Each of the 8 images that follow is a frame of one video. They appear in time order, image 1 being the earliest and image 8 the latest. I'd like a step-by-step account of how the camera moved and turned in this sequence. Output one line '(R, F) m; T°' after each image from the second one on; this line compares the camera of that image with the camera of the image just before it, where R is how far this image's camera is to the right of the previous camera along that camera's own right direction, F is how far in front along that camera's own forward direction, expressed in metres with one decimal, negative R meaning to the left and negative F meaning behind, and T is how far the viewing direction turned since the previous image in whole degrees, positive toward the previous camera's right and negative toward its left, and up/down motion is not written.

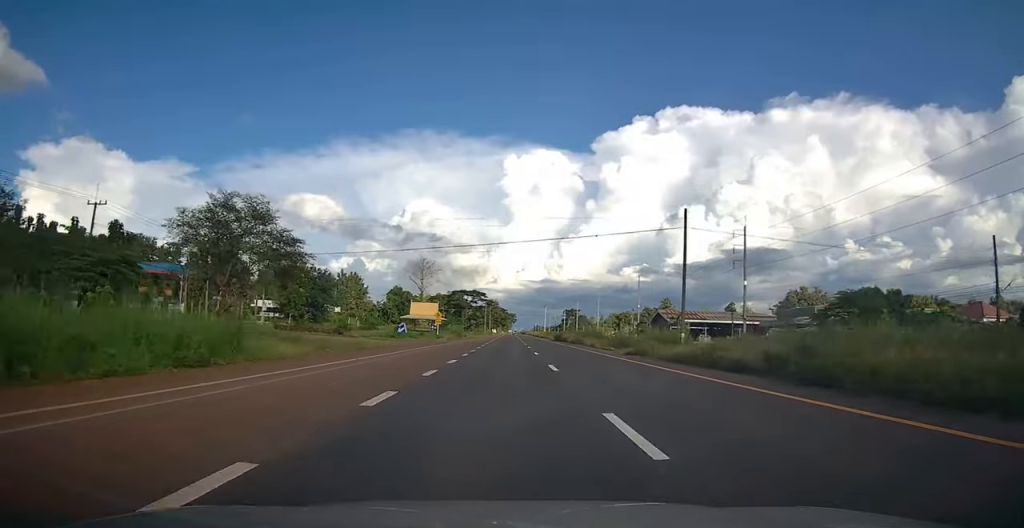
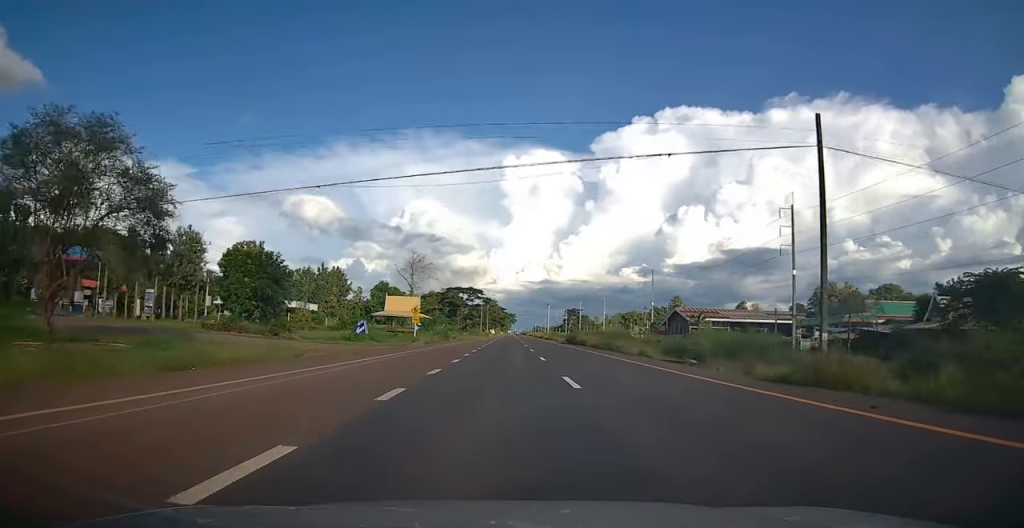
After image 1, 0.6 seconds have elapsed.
(0.0, +17.2) m; 0°
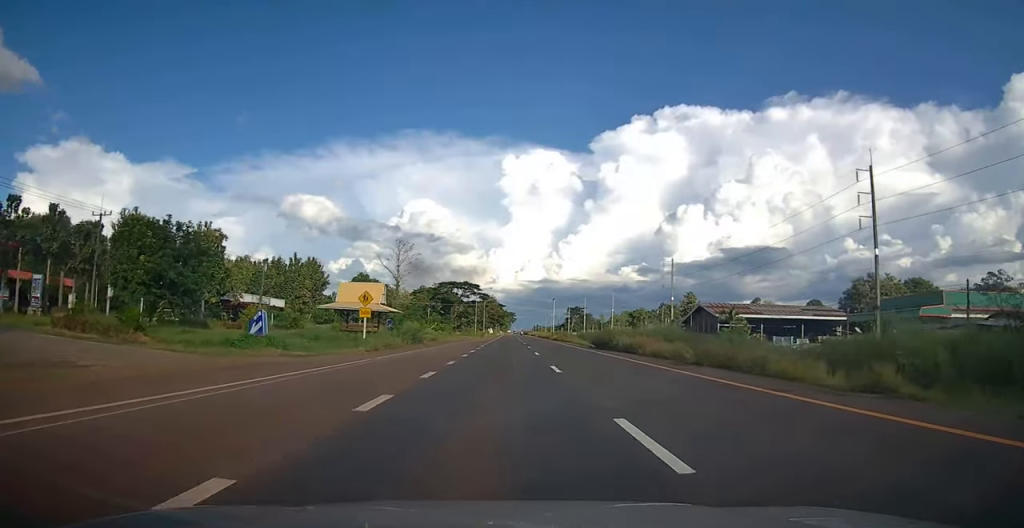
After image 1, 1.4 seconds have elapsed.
(0.0, +19.5) m; 0°
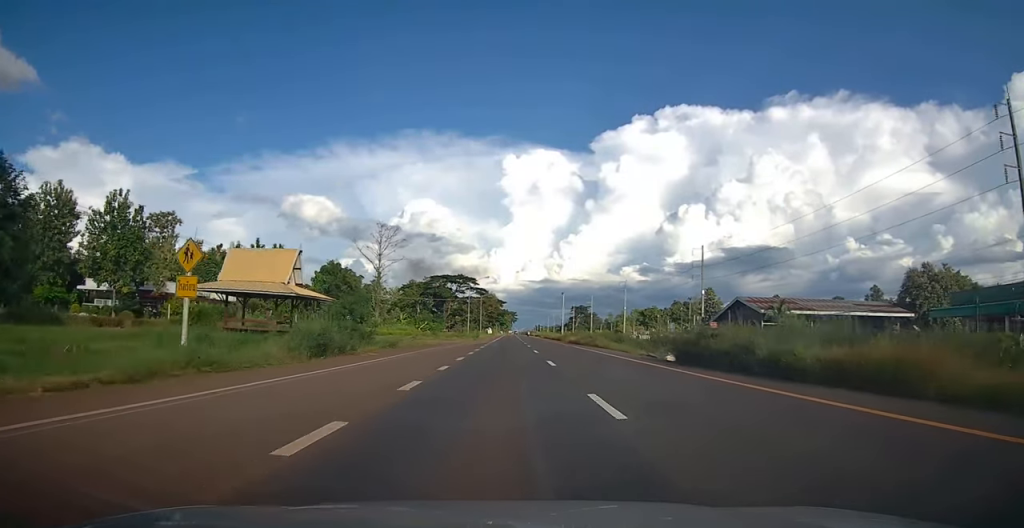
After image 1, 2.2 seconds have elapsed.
(0.0, +21.3) m; 0°
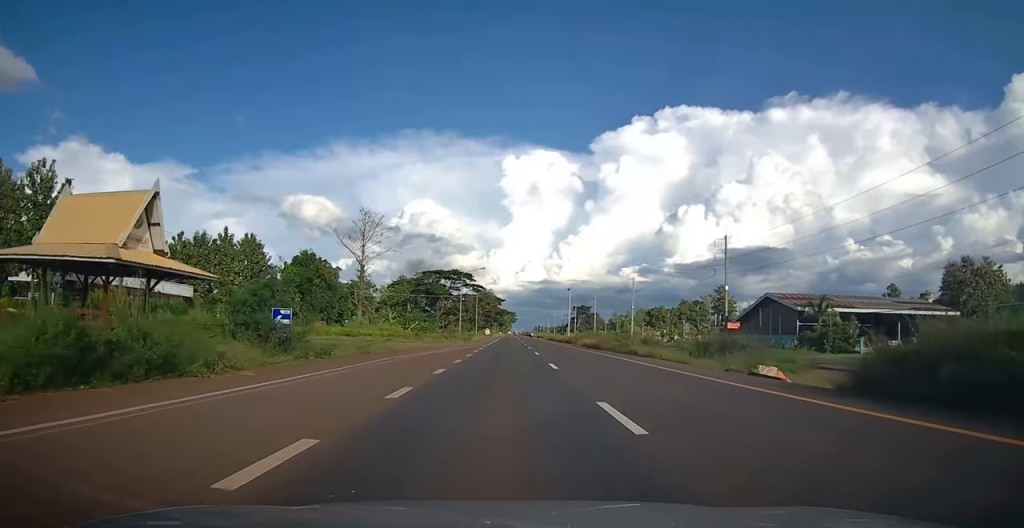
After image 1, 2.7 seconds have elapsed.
(0.0, +13.2) m; 0°
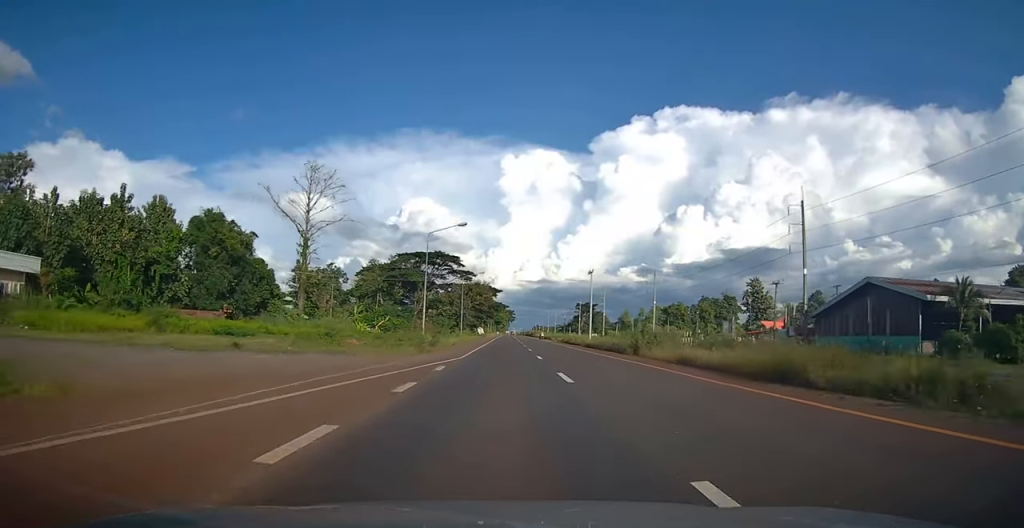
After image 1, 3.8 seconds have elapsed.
(0.0, +29.1) m; 0°
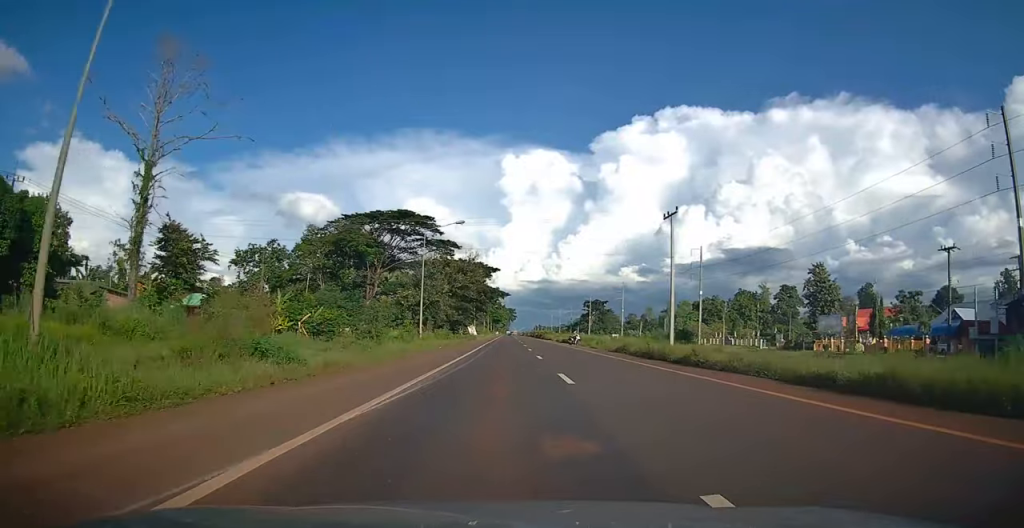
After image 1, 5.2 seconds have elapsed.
(0.0, +36.3) m; 0°
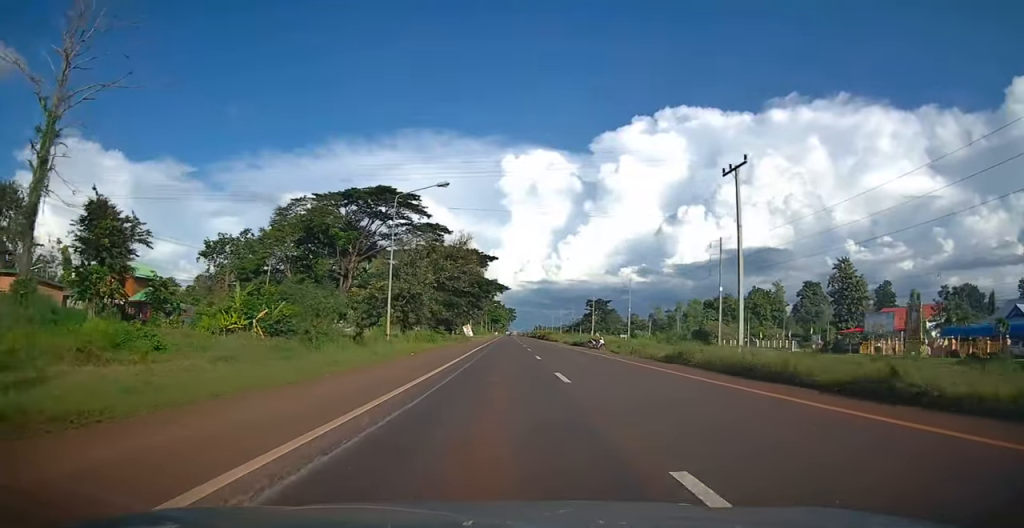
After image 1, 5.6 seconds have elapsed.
(0.0, +11.2) m; 0°
